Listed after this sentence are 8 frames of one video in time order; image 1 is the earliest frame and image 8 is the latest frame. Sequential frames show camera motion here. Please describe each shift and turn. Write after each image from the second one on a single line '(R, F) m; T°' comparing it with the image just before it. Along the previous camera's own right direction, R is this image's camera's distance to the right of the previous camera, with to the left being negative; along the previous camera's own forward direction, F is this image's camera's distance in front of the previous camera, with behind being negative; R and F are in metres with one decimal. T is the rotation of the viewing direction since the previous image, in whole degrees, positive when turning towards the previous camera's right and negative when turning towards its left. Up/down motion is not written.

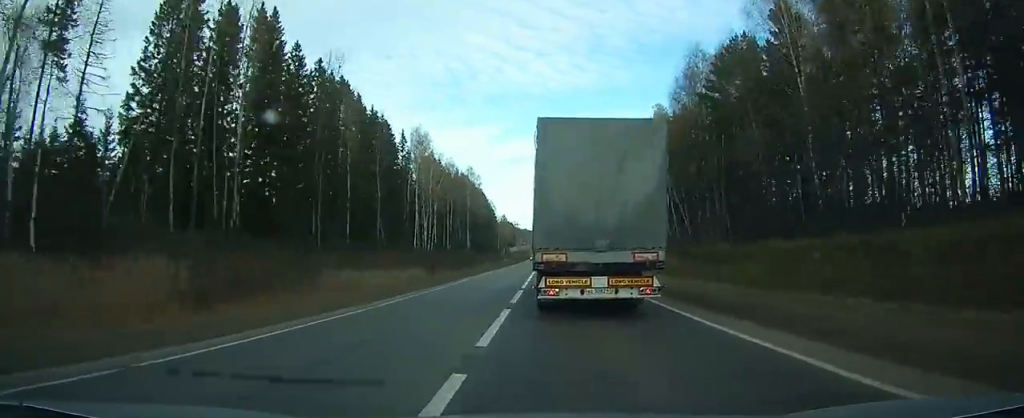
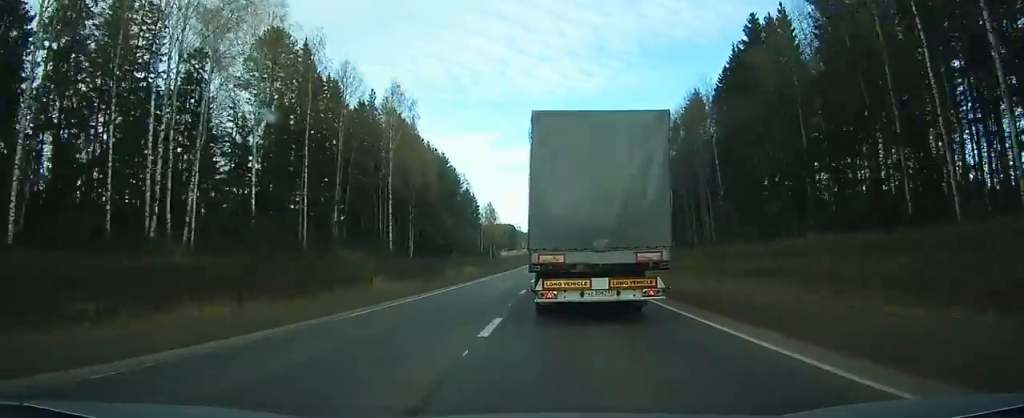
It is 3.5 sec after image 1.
(+0.7, +82.0) m; 0°
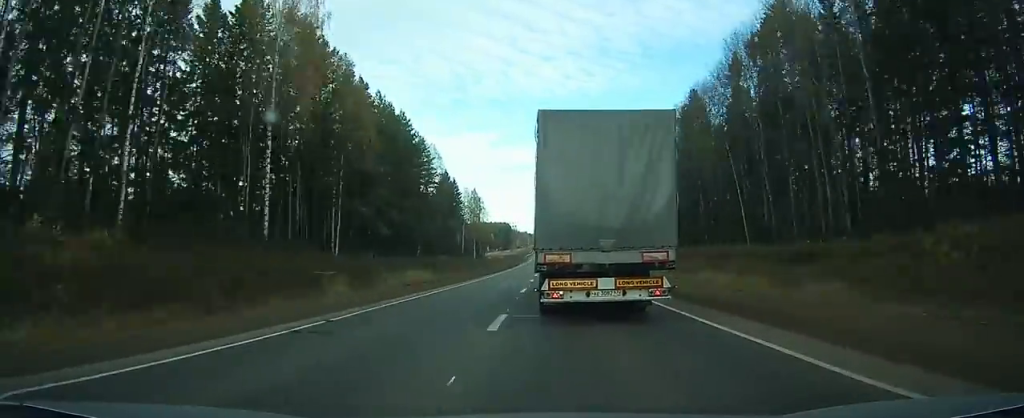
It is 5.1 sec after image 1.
(-0.2, +35.4) m; 0°
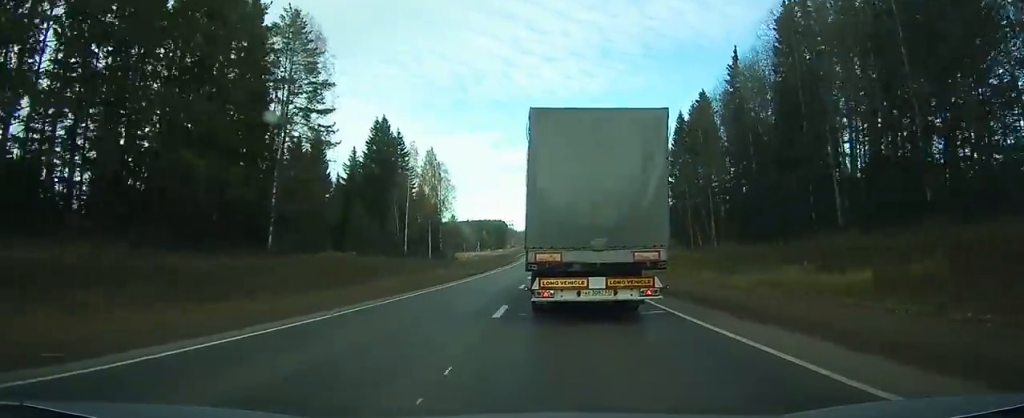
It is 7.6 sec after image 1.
(-0.1, +58.2) m; 0°
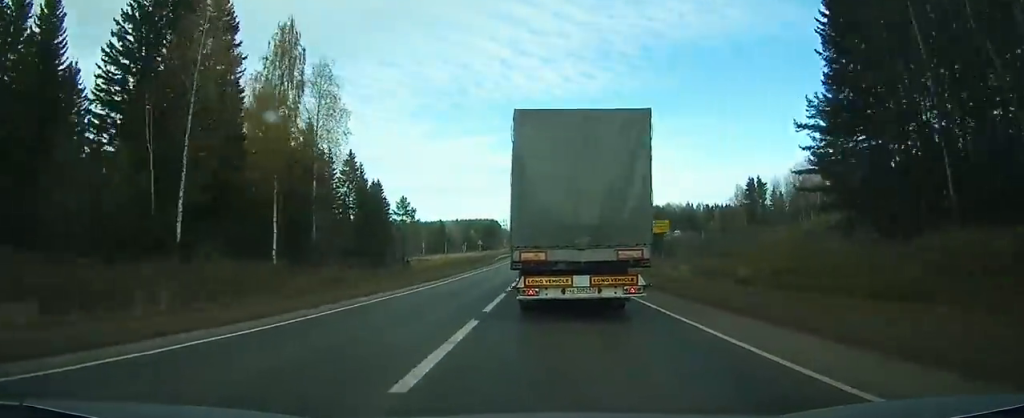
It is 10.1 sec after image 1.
(+0.1, +55.9) m; 0°
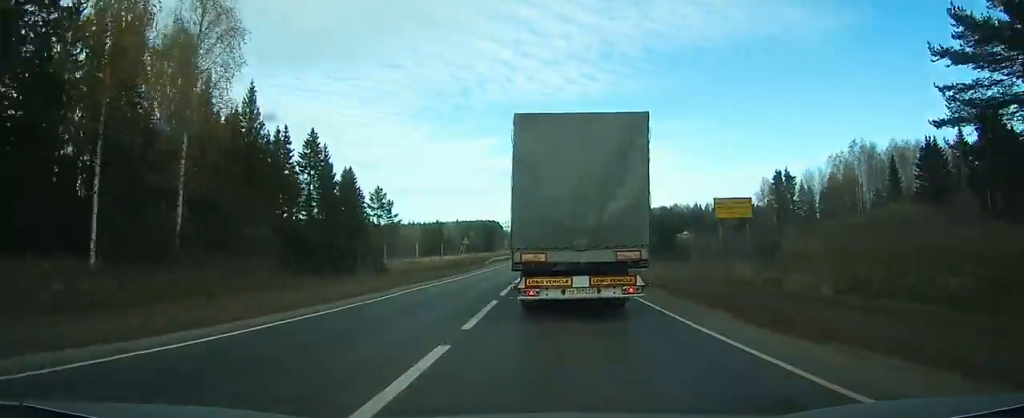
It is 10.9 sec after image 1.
(0.0, +19.4) m; 0°
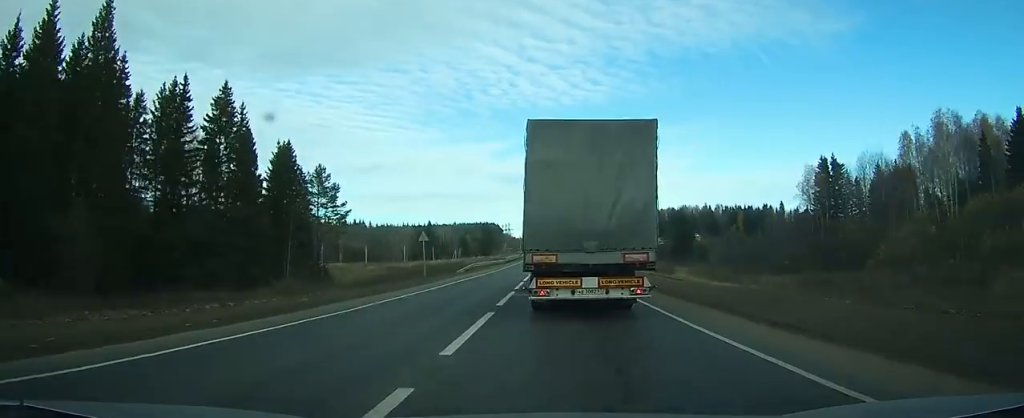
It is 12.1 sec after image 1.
(+0.2, +26.6) m; 0°
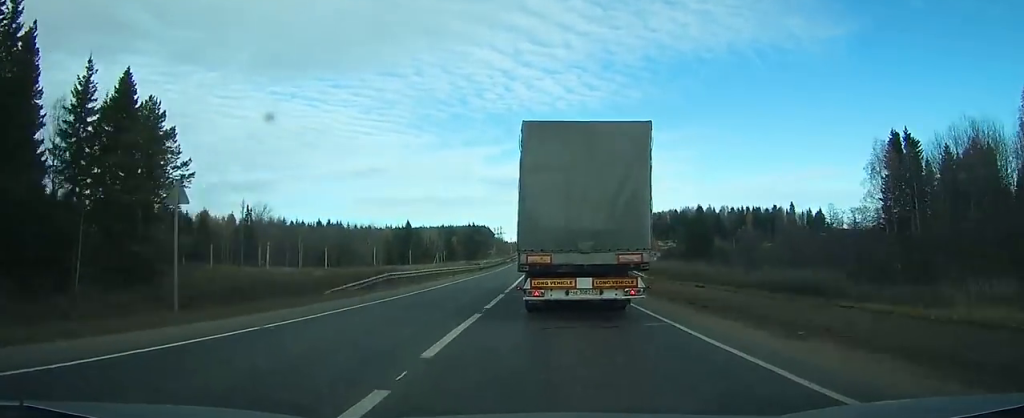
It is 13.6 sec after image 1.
(-0.1, +32.1) m; 0°
